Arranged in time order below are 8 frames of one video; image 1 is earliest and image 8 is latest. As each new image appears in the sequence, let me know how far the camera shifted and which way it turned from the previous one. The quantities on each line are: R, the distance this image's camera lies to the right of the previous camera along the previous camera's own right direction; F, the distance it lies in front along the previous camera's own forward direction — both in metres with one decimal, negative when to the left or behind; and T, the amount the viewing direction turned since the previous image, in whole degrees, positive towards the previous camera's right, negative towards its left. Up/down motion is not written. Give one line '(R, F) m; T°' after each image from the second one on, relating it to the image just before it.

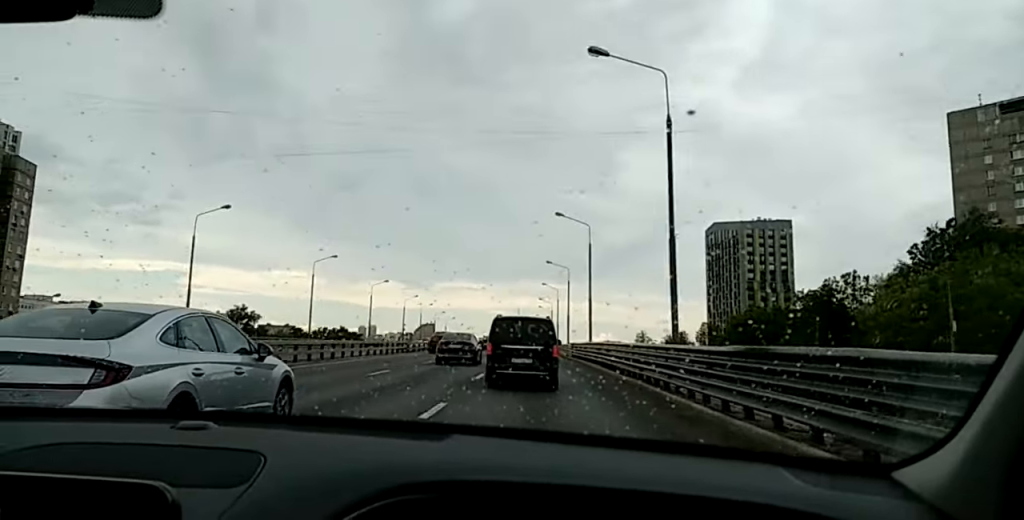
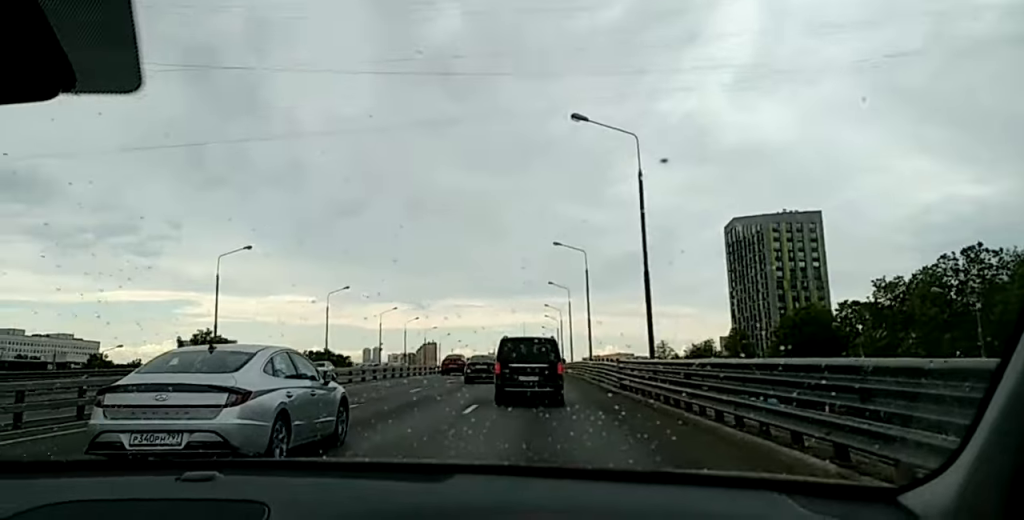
(-0.5, +30.1) m; -2°
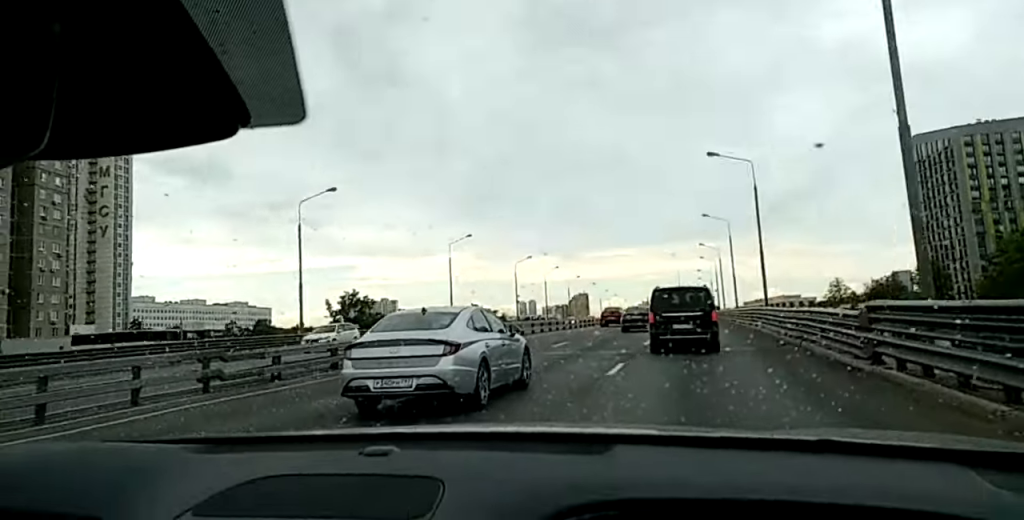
(0.0, +14.5) m; +1°
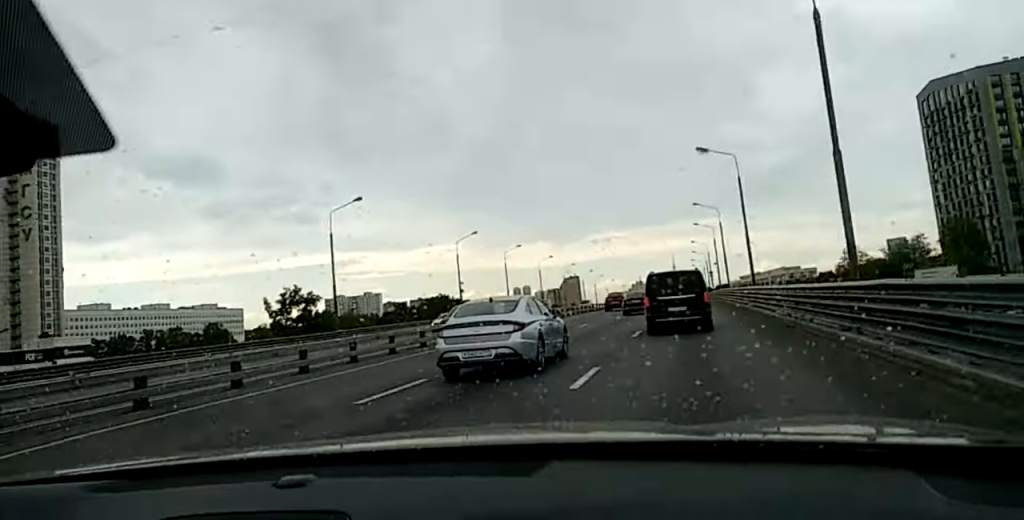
(+0.4, +28.5) m; 0°
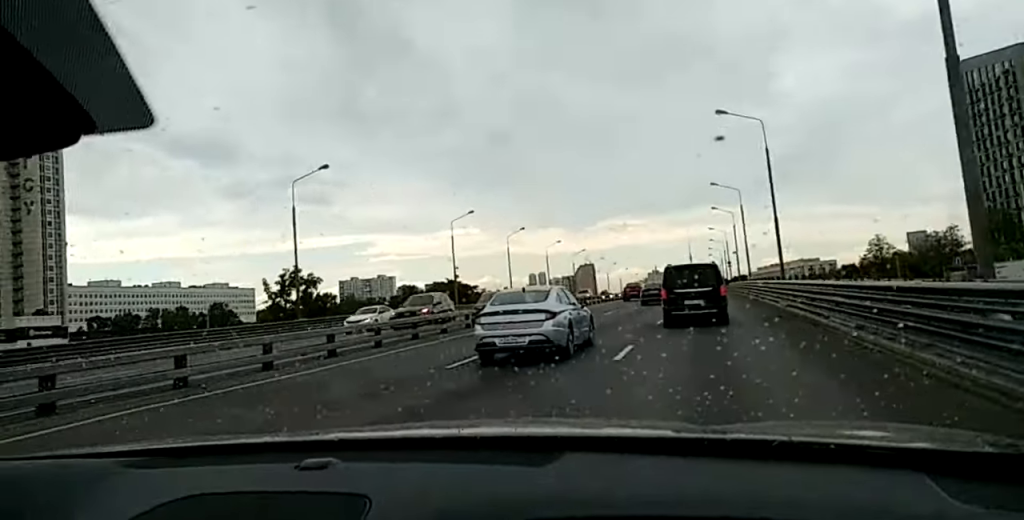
(-0.1, +8.5) m; -1°
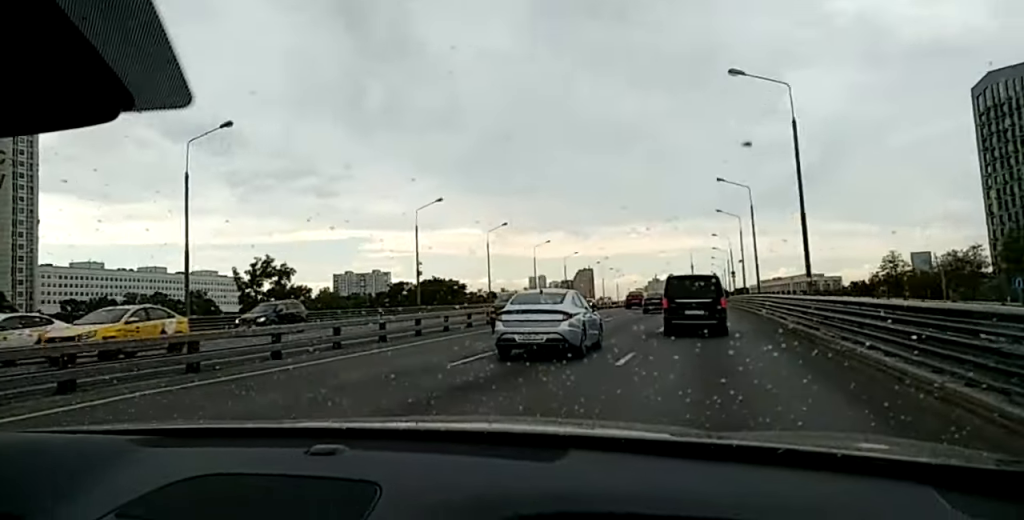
(-0.1, +11.3) m; 0°
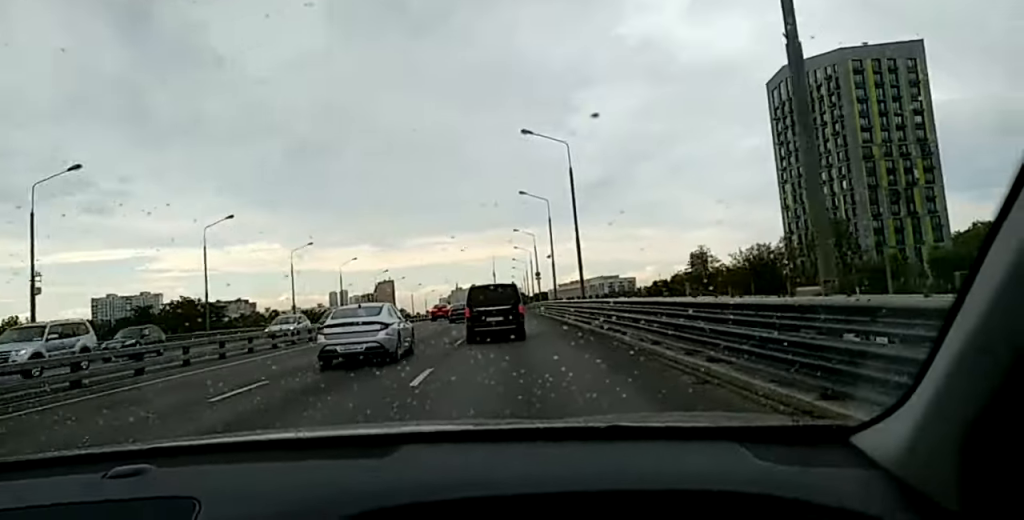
(+0.4, +24.8) m; +2°
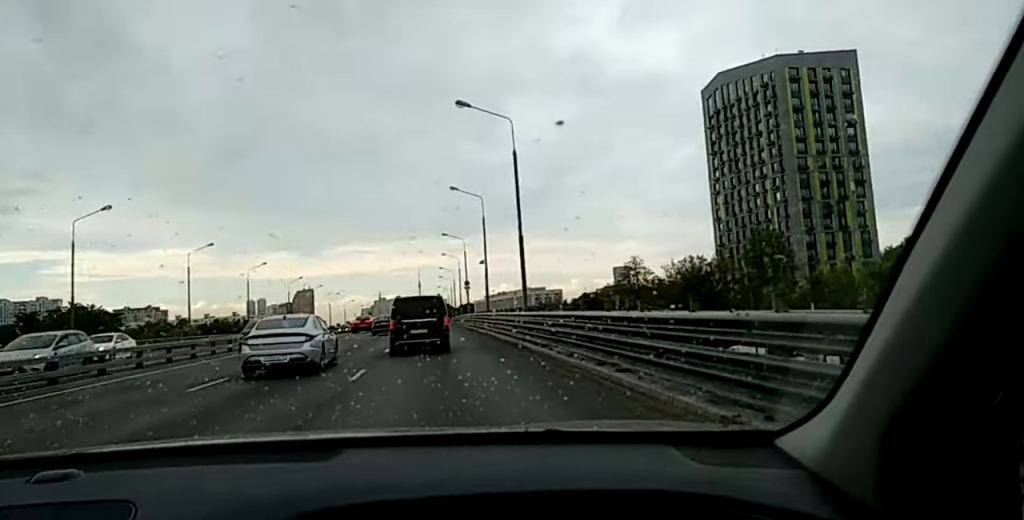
(+0.1, +7.8) m; 0°
